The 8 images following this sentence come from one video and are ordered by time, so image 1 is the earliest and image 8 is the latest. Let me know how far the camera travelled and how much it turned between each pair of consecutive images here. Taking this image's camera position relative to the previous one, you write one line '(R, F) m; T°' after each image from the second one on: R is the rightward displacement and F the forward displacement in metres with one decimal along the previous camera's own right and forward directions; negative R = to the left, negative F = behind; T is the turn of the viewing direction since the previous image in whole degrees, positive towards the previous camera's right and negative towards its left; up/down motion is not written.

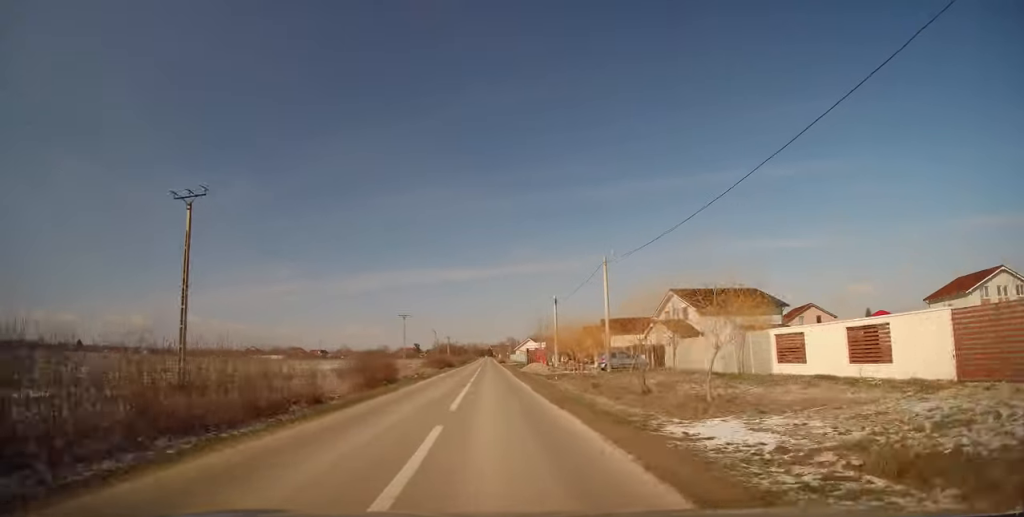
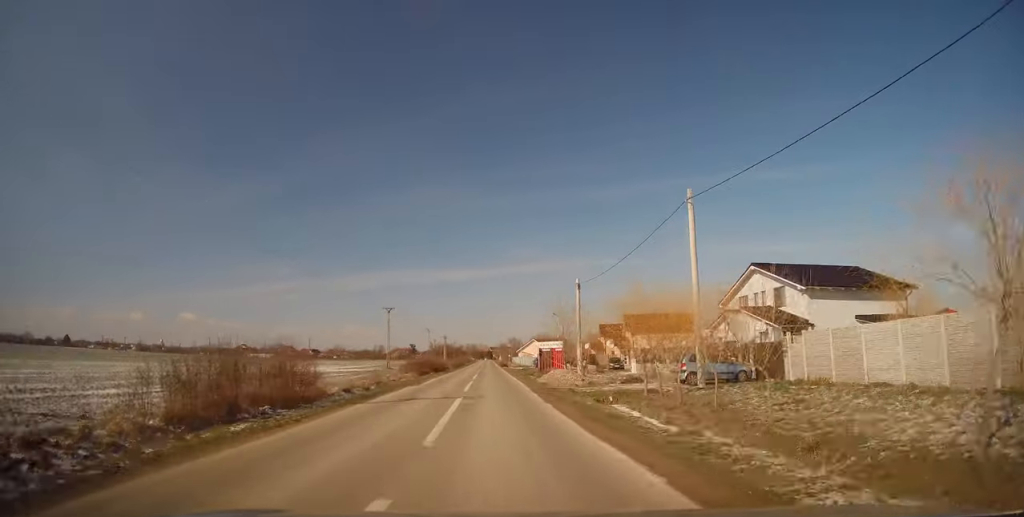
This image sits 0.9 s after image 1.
(0.0, +16.9) m; +1°
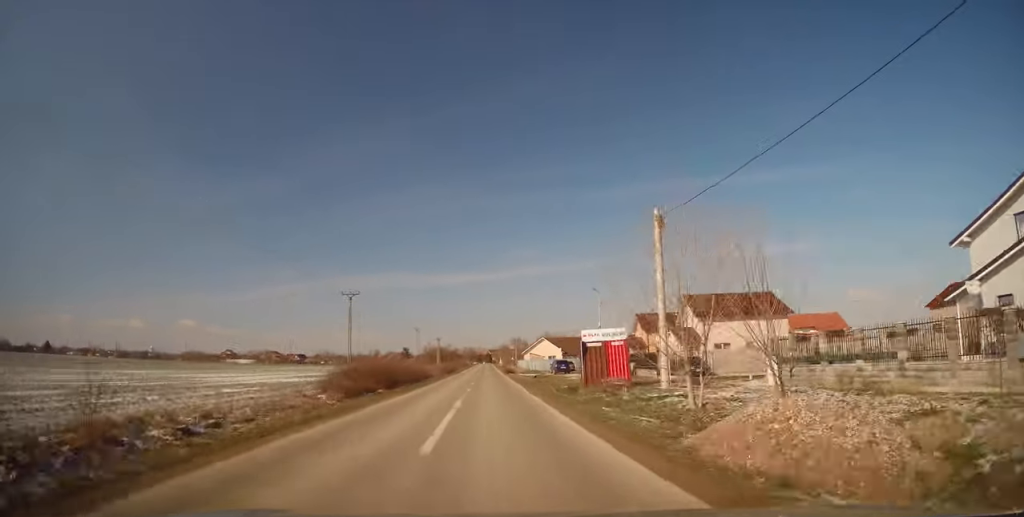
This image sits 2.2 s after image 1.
(+0.1, +24.4) m; 0°
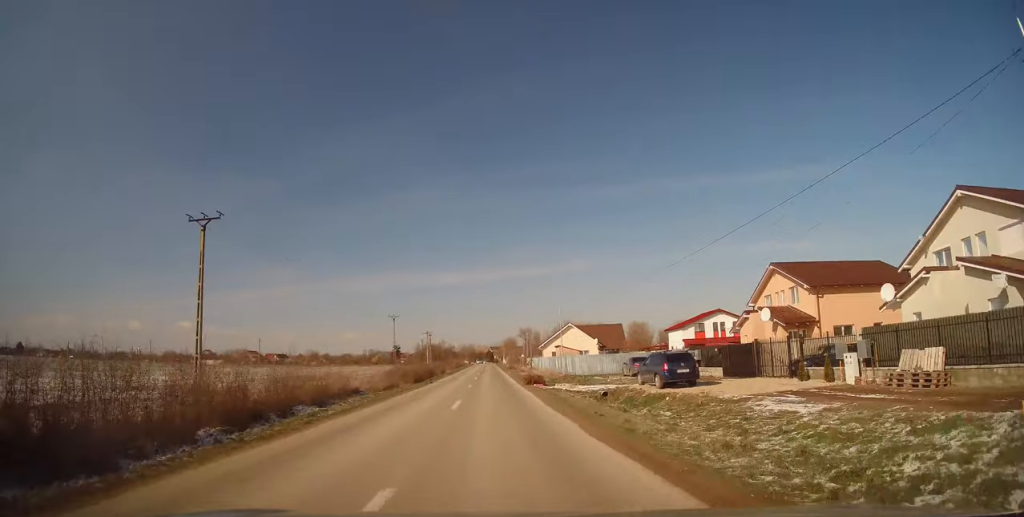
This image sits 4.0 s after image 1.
(+0.2, +35.2) m; +1°
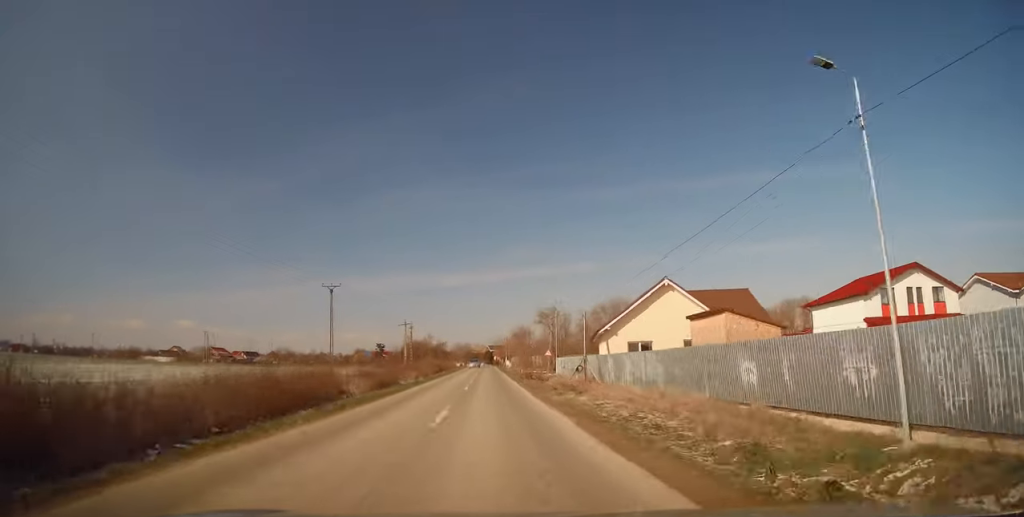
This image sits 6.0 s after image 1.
(-0.6, +40.5) m; -1°
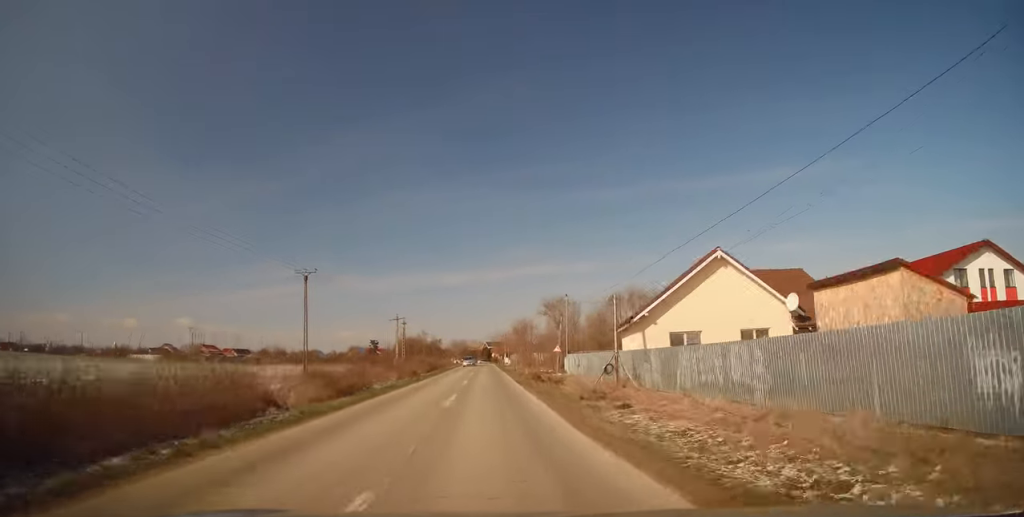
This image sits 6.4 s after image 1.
(0.0, +8.2) m; 0°
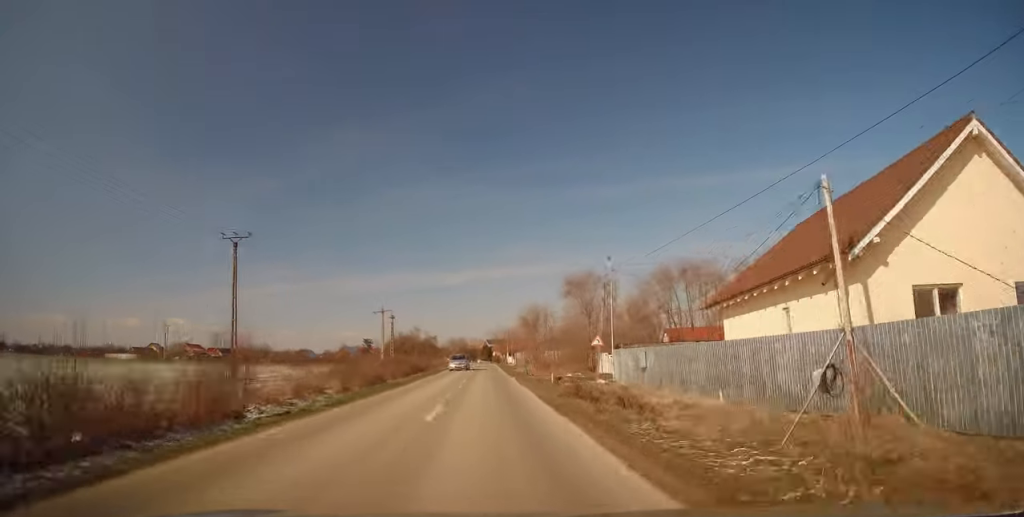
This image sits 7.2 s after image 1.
(+0.1, +15.9) m; 0°
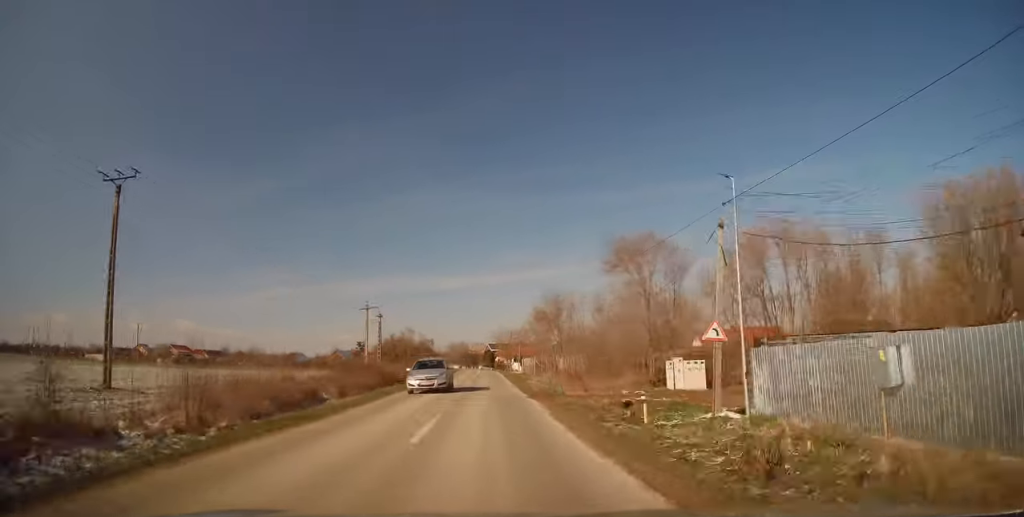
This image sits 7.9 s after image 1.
(+0.1, +14.6) m; 0°
